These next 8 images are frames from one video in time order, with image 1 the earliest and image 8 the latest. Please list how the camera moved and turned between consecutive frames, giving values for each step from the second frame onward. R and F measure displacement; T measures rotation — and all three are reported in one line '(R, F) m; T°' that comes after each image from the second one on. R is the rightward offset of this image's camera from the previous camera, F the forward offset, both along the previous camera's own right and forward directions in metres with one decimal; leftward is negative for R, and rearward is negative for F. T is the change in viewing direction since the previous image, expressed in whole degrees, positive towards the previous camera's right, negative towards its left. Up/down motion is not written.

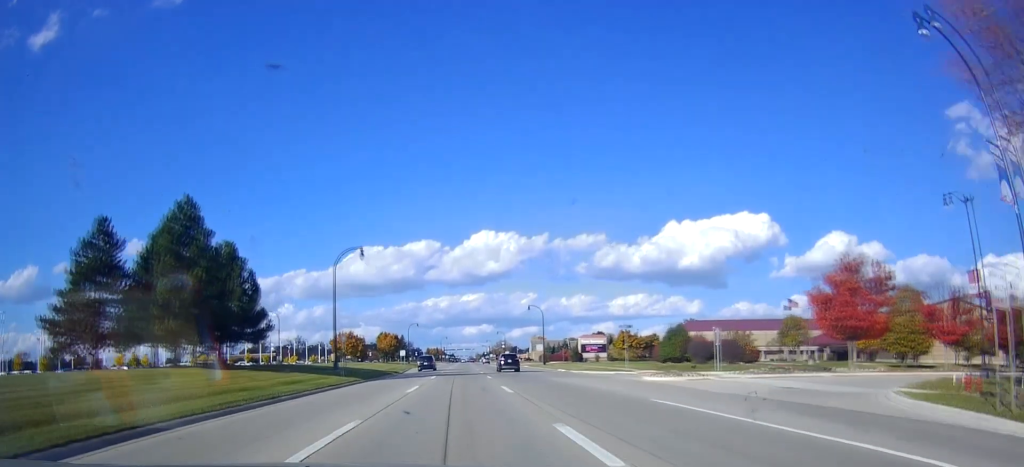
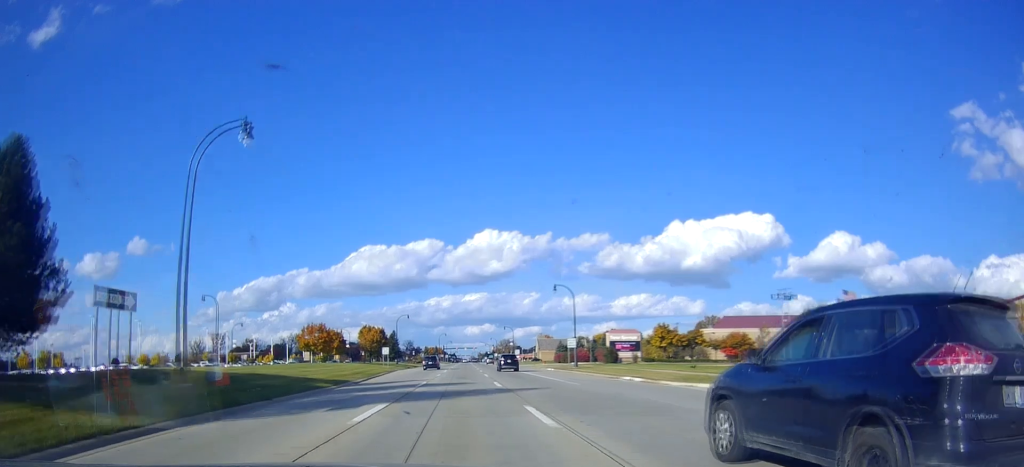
(-0.4, +25.4) m; 0°
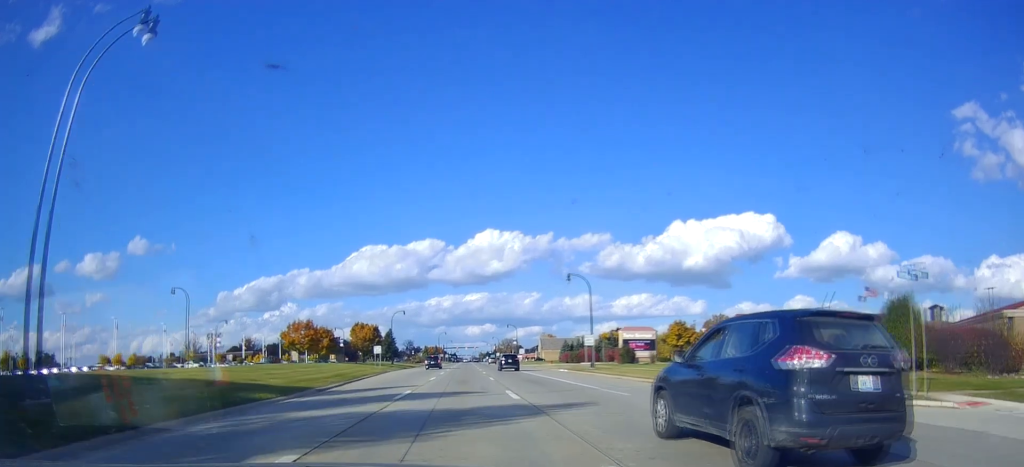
(+0.2, +8.5) m; +1°
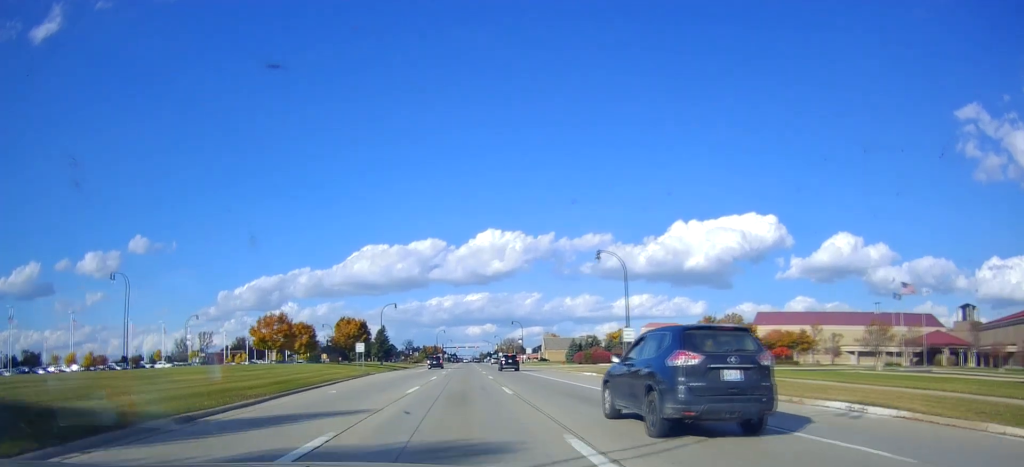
(+0.1, +13.0) m; 0°
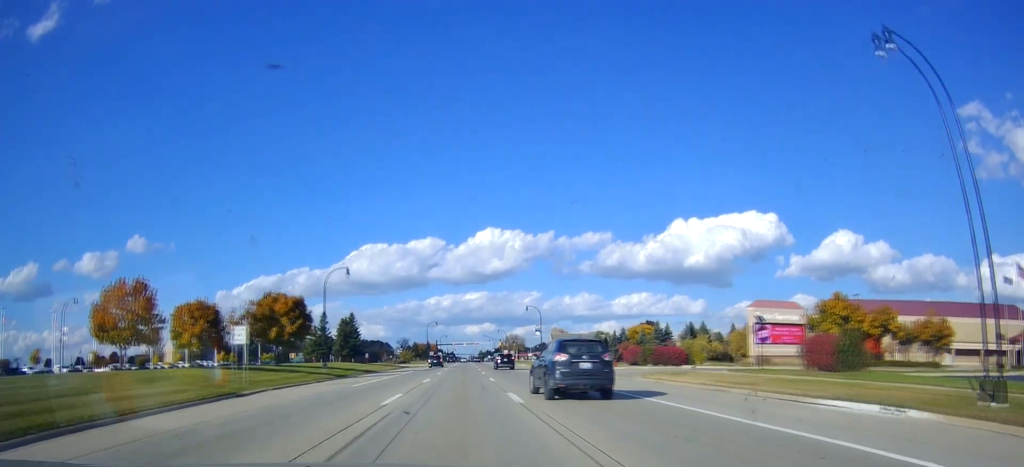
(-0.8, +34.6) m; -3°
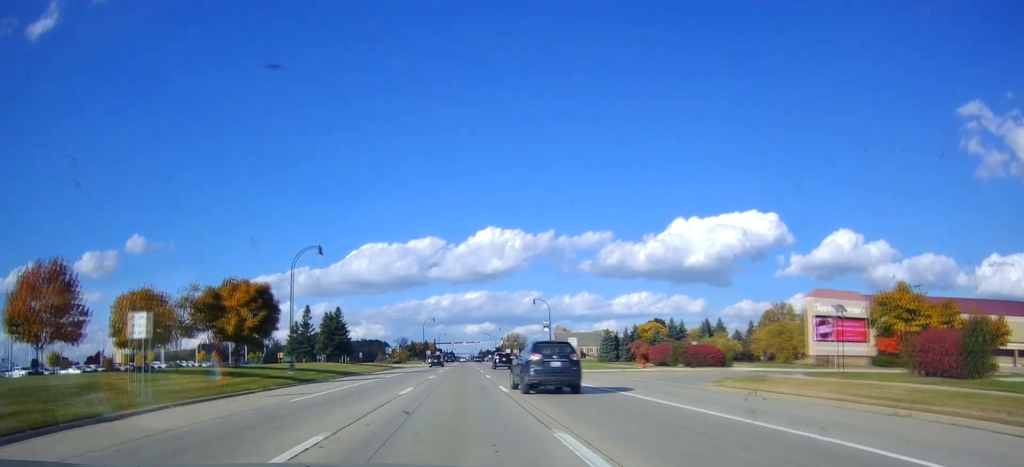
(-0.3, +10.5) m; 0°
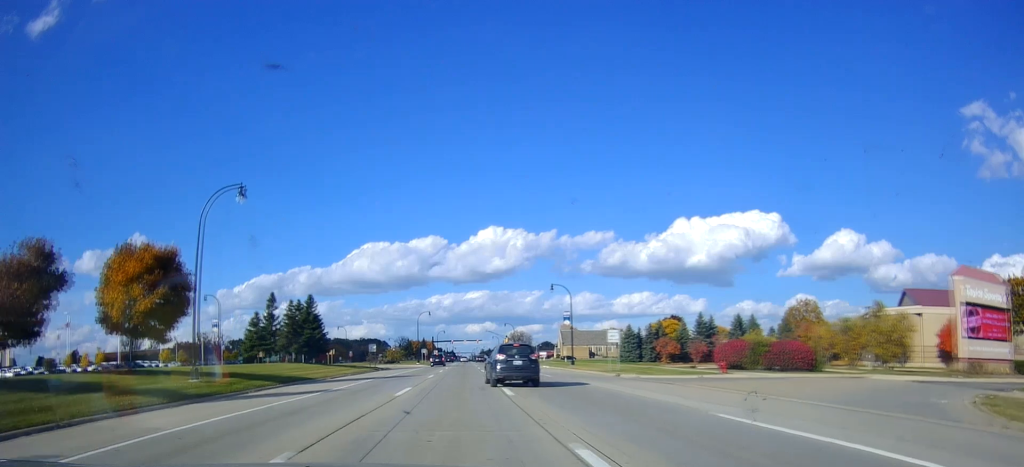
(+0.7, +16.9) m; +2°
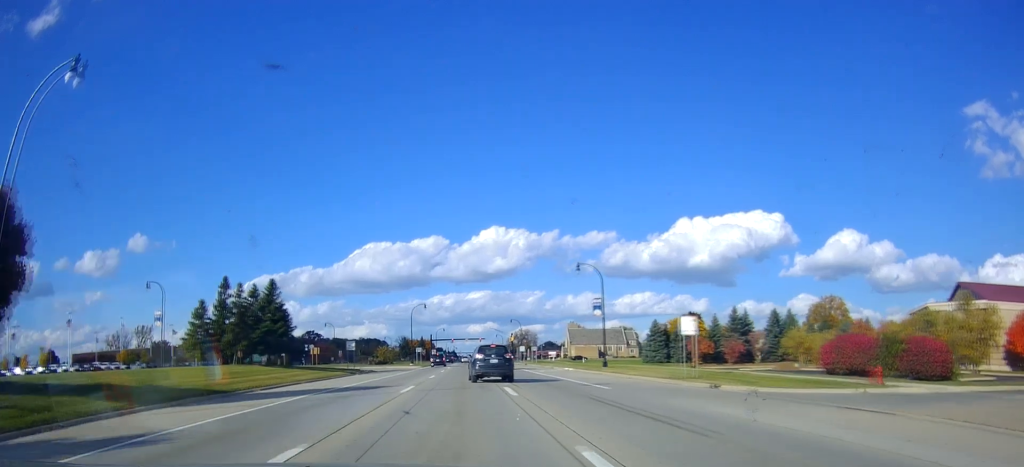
(0.0, +15.5) m; -1°
